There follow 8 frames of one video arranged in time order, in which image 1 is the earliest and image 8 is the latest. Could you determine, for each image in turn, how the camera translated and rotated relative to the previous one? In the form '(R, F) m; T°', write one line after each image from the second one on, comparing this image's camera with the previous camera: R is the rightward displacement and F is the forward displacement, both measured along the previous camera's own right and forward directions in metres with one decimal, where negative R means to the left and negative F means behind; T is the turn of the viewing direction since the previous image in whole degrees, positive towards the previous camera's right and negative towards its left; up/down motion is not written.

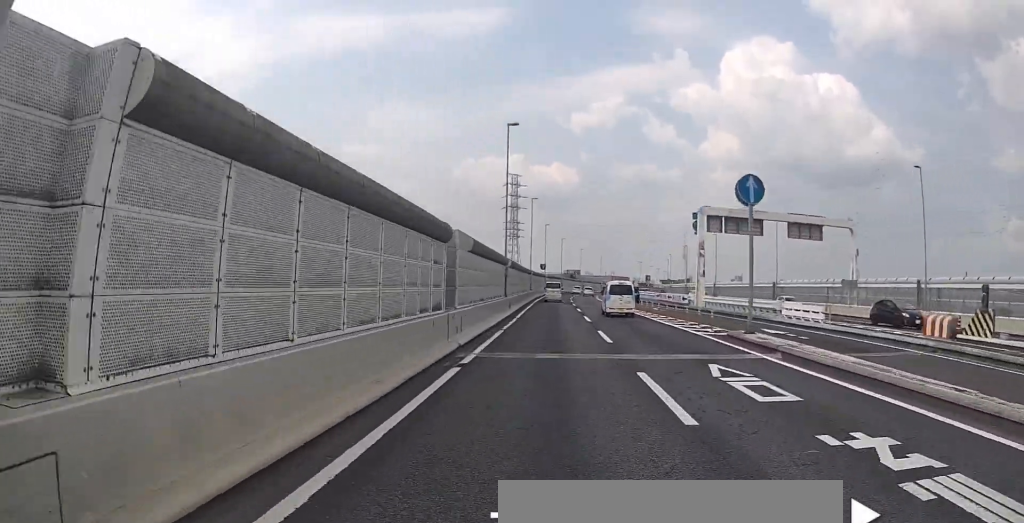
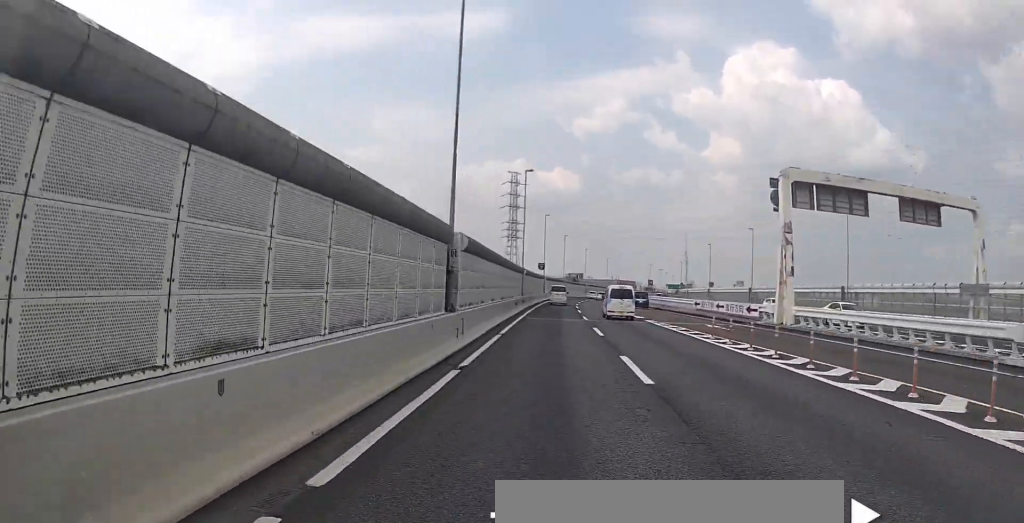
(0.0, +17.1) m; 0°
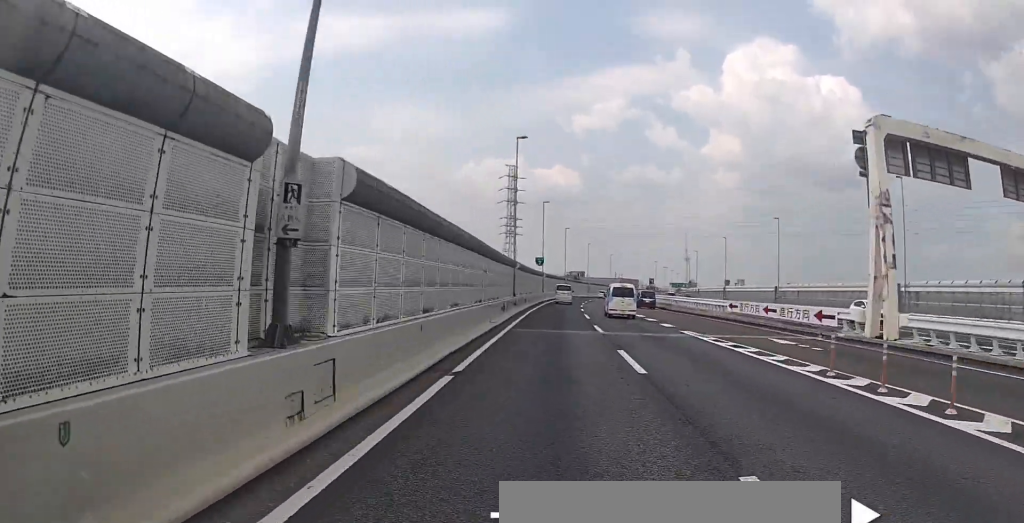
(-0.1, +9.0) m; 0°
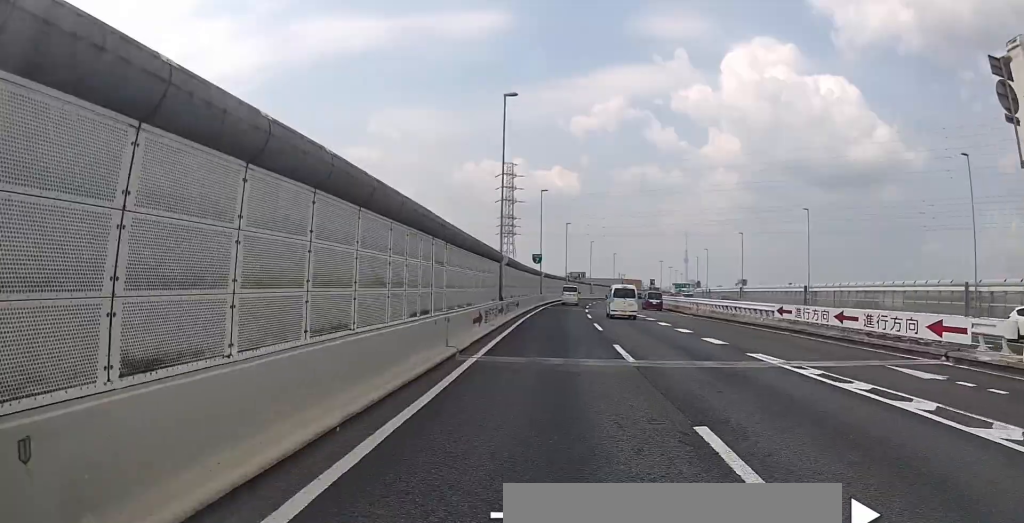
(0.0, +8.3) m; 0°
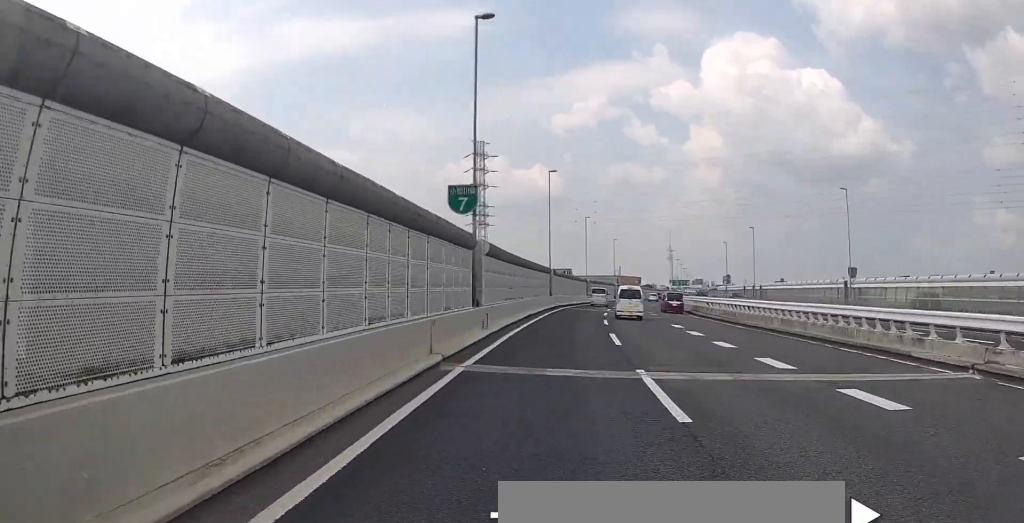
(0.0, +35.4) m; 0°
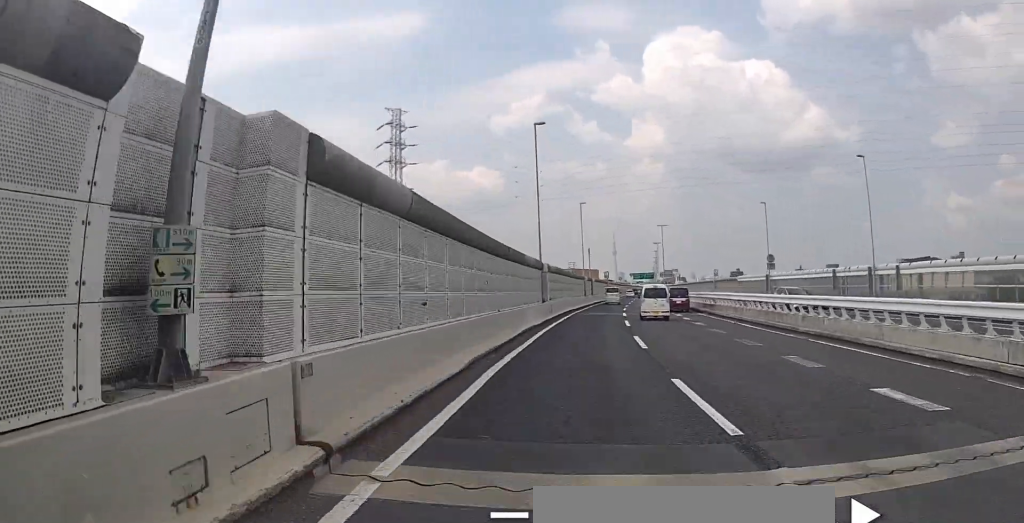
(+0.8, +41.7) m; +2°
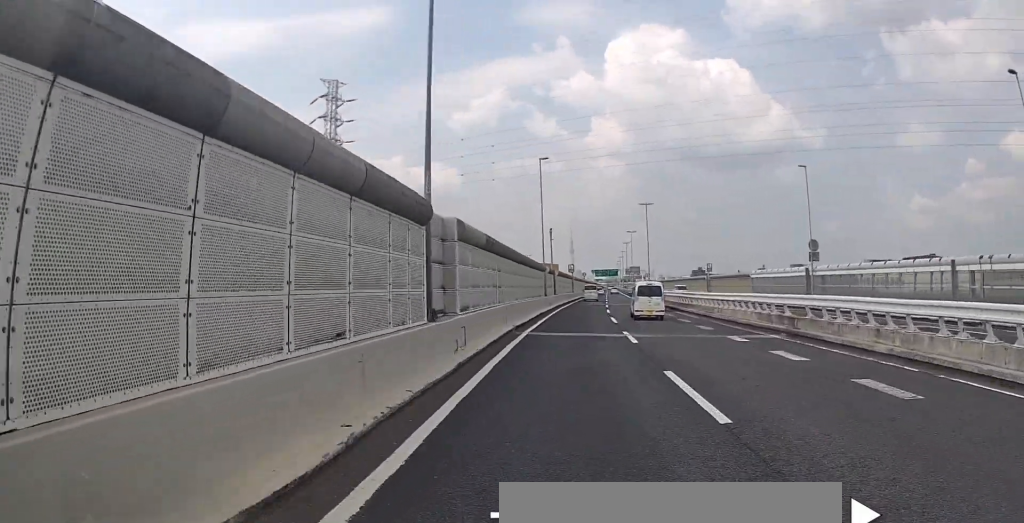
(0.0, +20.3) m; +2°
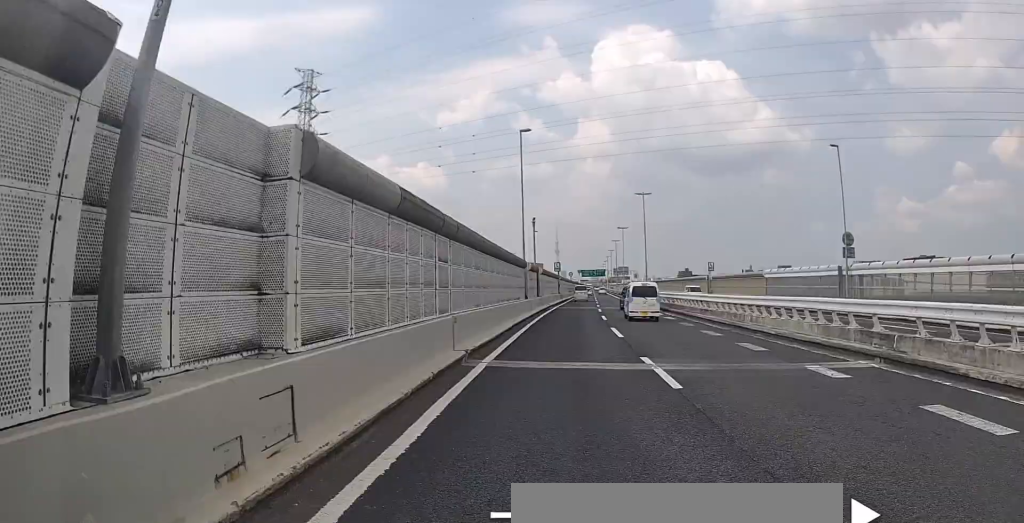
(0.0, +8.4) m; +1°
